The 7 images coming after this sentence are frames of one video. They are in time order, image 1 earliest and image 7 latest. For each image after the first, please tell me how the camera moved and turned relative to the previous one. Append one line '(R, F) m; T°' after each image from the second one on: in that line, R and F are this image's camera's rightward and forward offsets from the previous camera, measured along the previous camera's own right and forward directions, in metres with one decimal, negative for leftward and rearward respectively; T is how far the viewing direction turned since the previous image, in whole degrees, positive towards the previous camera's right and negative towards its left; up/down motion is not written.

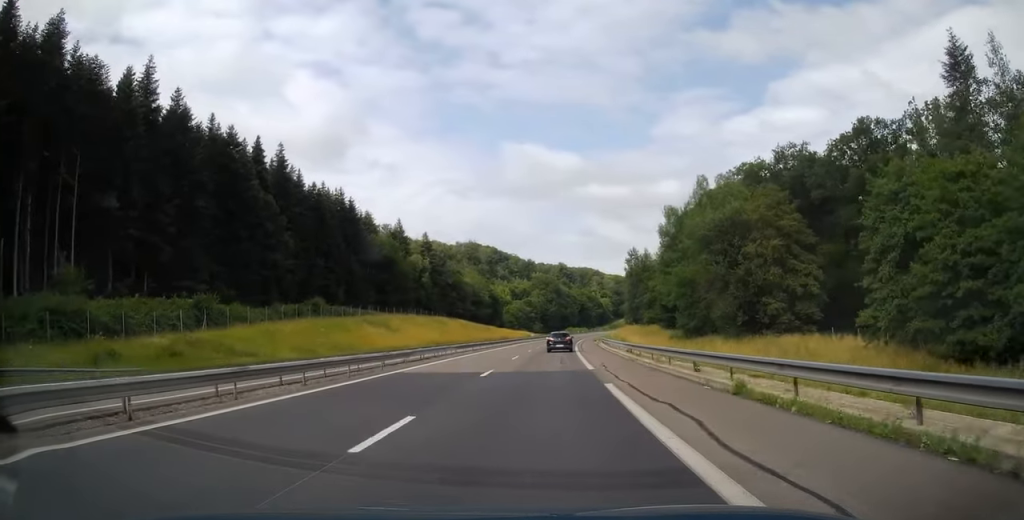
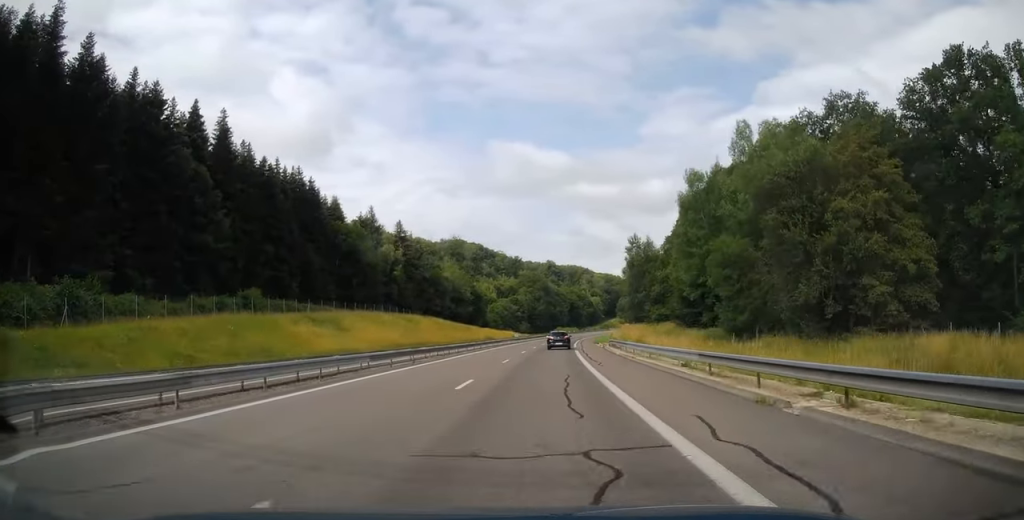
(+0.5, +18.1) m; +1°
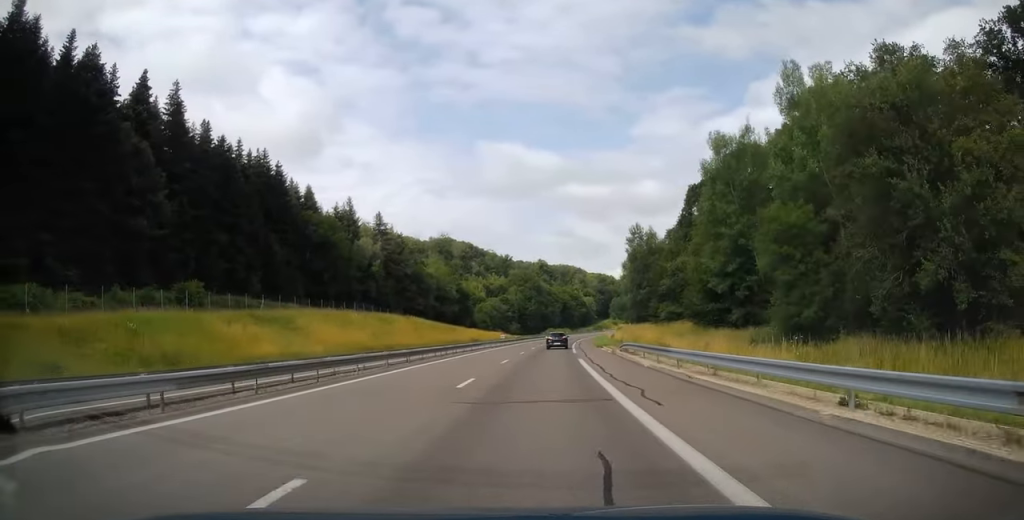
(+0.1, +12.3) m; +1°
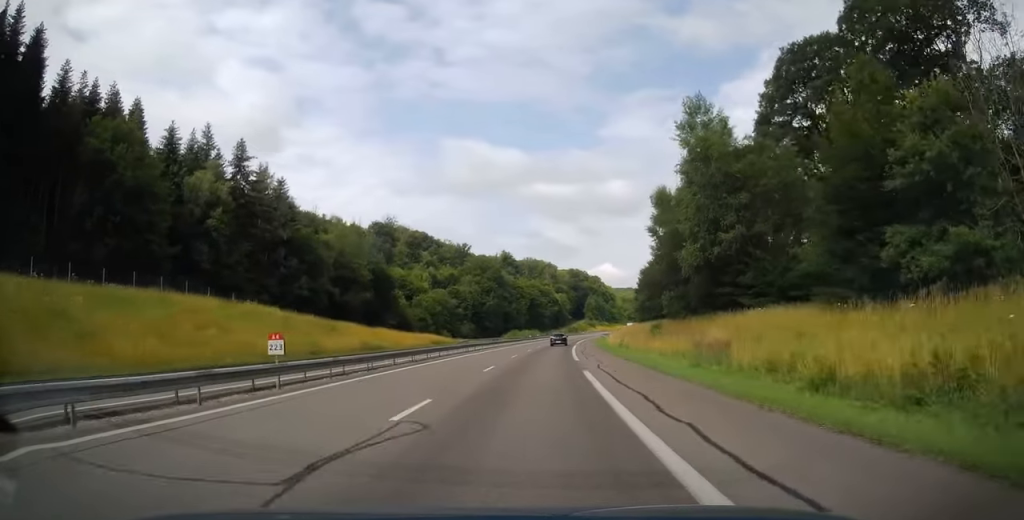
(+1.1, +57.9) m; +3°
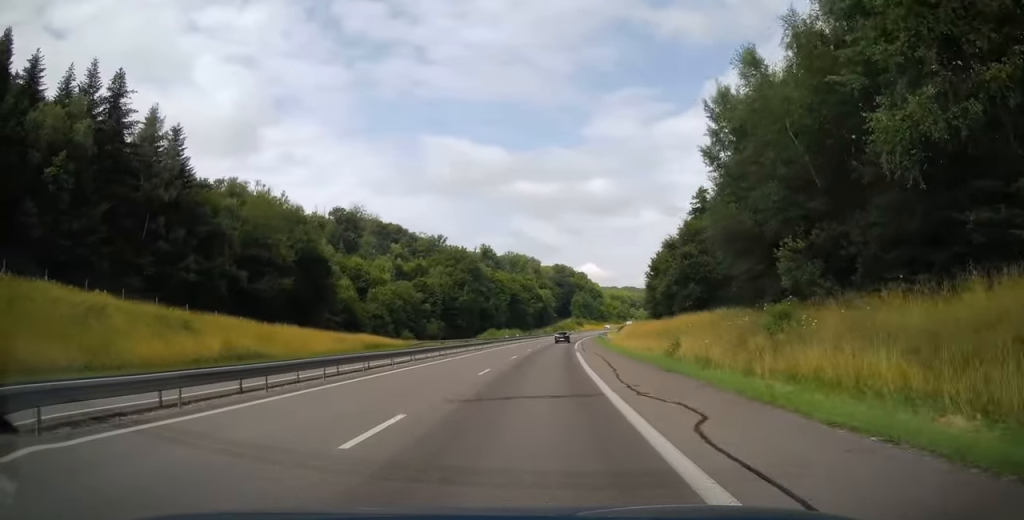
(+0.4, +28.5) m; +1°
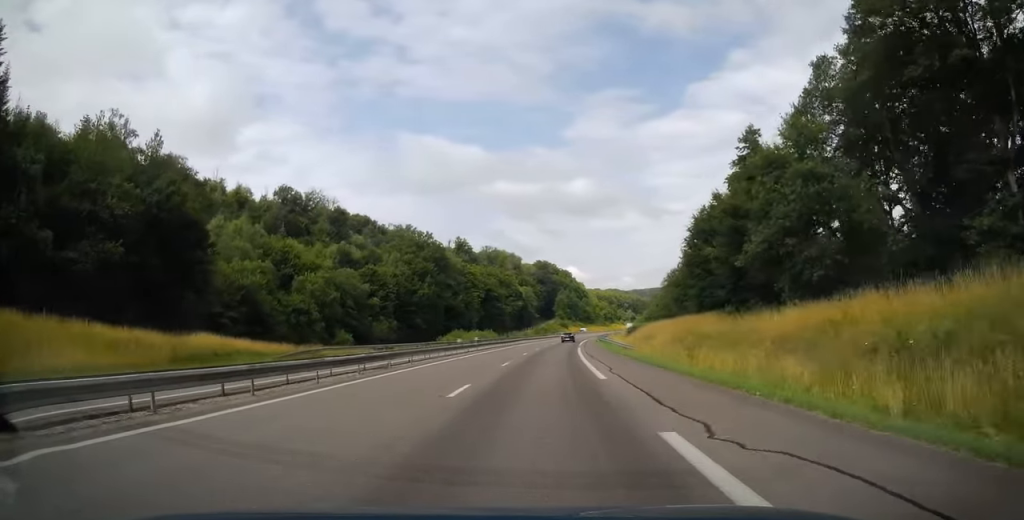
(+0.3, +32.9) m; +2°
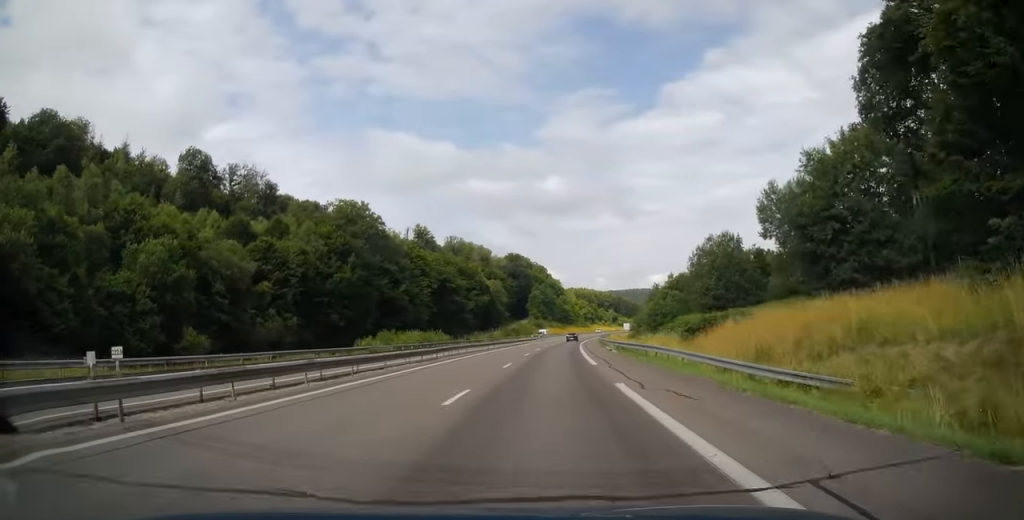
(+1.4, +40.7) m; +3°
